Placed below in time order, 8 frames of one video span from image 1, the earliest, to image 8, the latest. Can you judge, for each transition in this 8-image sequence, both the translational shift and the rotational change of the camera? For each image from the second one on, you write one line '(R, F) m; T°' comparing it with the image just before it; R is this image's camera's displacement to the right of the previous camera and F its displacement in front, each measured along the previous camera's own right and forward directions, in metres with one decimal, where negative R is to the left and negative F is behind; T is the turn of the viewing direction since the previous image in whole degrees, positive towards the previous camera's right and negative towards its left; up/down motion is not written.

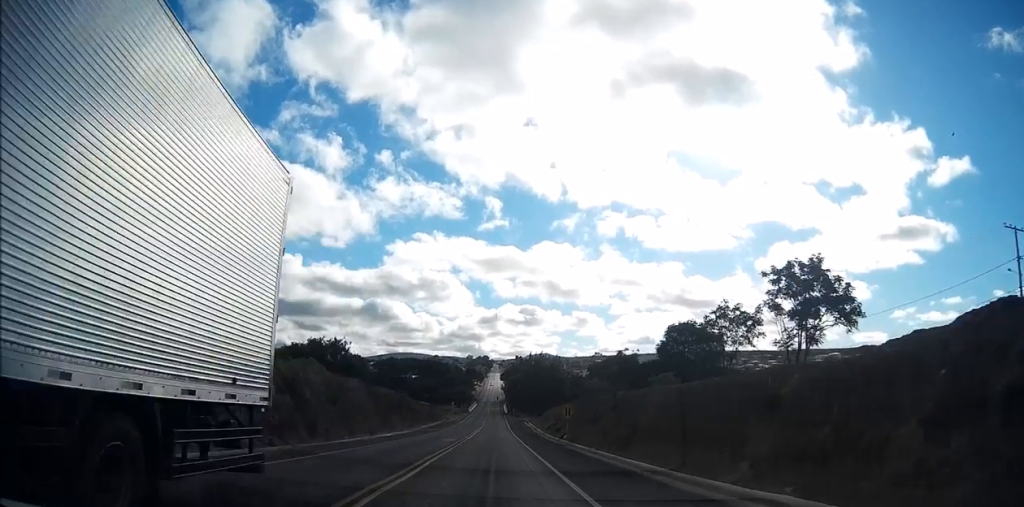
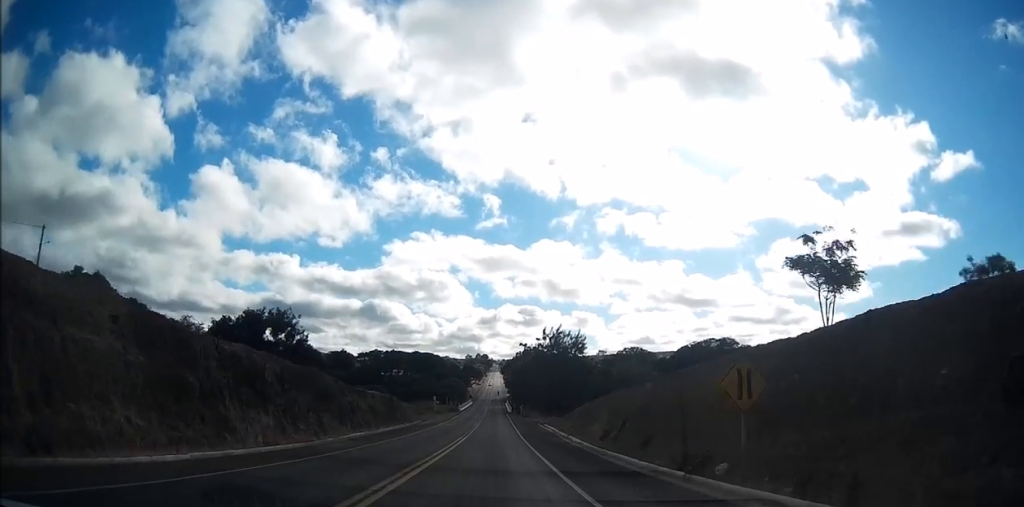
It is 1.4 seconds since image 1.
(0.0, +32.9) m; 0°
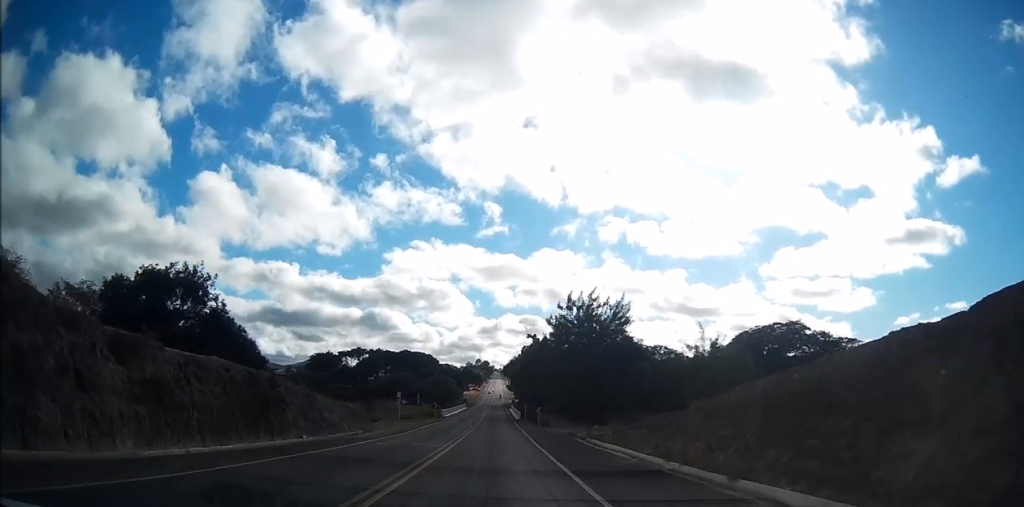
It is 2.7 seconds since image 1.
(0.0, +30.0) m; 0°
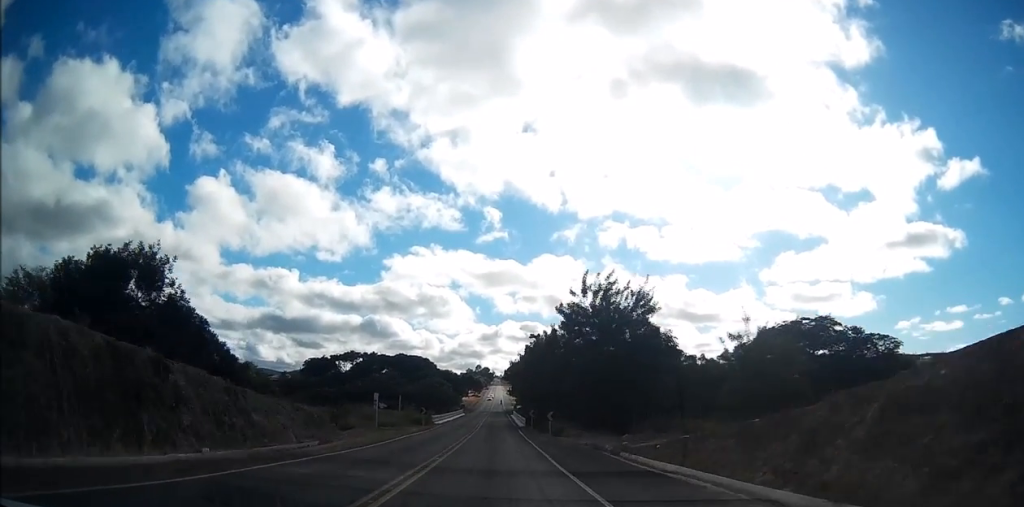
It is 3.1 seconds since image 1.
(0.0, +9.6) m; 0°
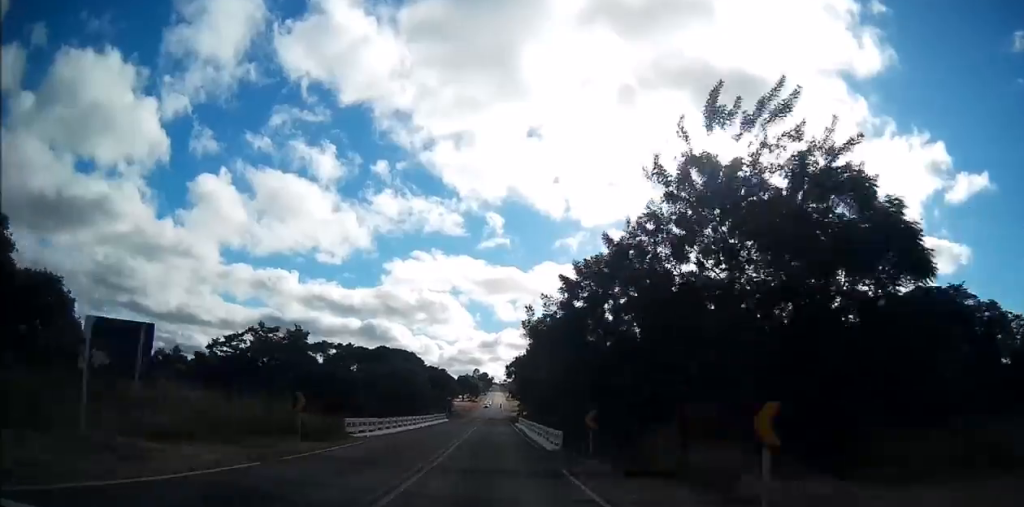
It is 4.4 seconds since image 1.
(0.0, +30.5) m; 0°
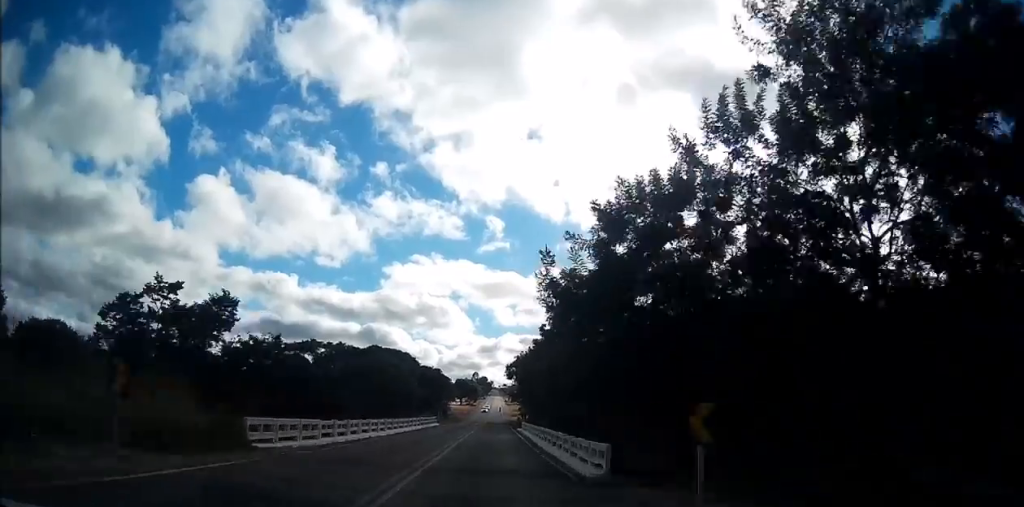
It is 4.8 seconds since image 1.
(0.0, +9.6) m; 0°
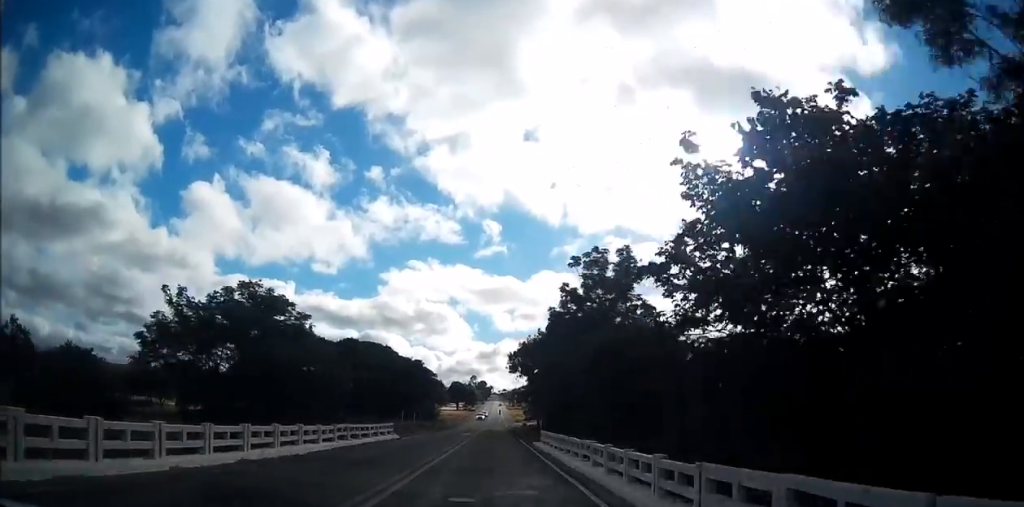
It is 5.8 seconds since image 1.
(0.0, +24.7) m; 0°
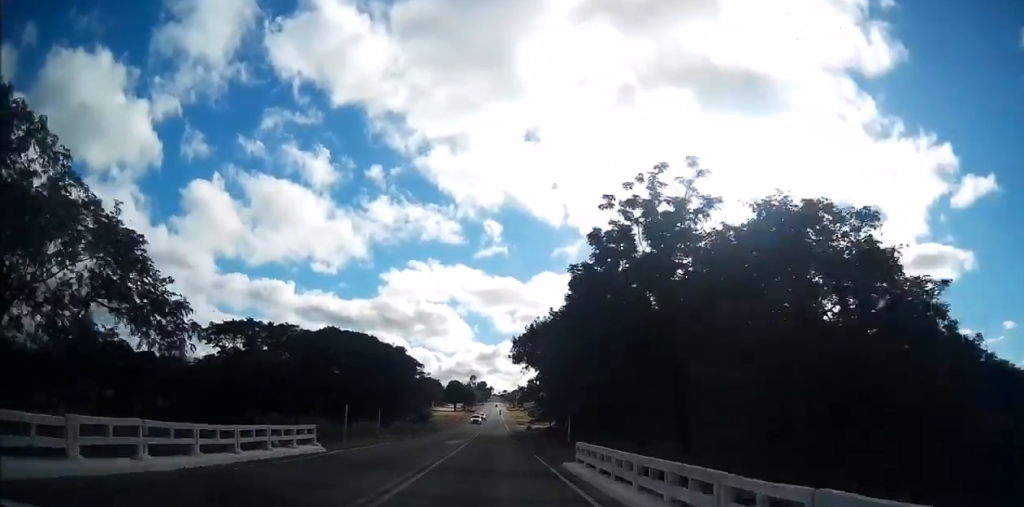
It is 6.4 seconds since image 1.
(-0.1, +14.9) m; 0°
